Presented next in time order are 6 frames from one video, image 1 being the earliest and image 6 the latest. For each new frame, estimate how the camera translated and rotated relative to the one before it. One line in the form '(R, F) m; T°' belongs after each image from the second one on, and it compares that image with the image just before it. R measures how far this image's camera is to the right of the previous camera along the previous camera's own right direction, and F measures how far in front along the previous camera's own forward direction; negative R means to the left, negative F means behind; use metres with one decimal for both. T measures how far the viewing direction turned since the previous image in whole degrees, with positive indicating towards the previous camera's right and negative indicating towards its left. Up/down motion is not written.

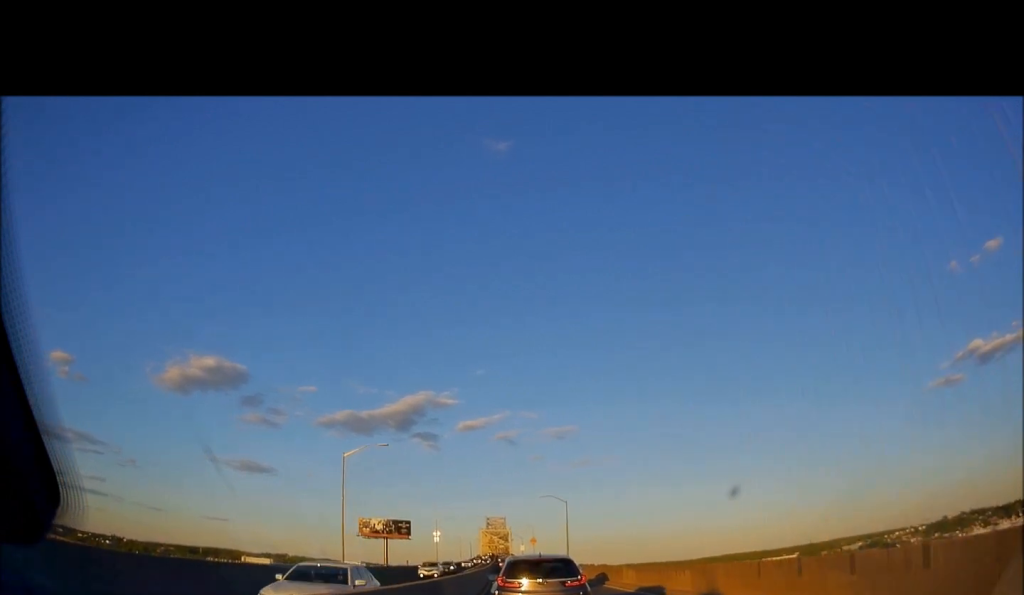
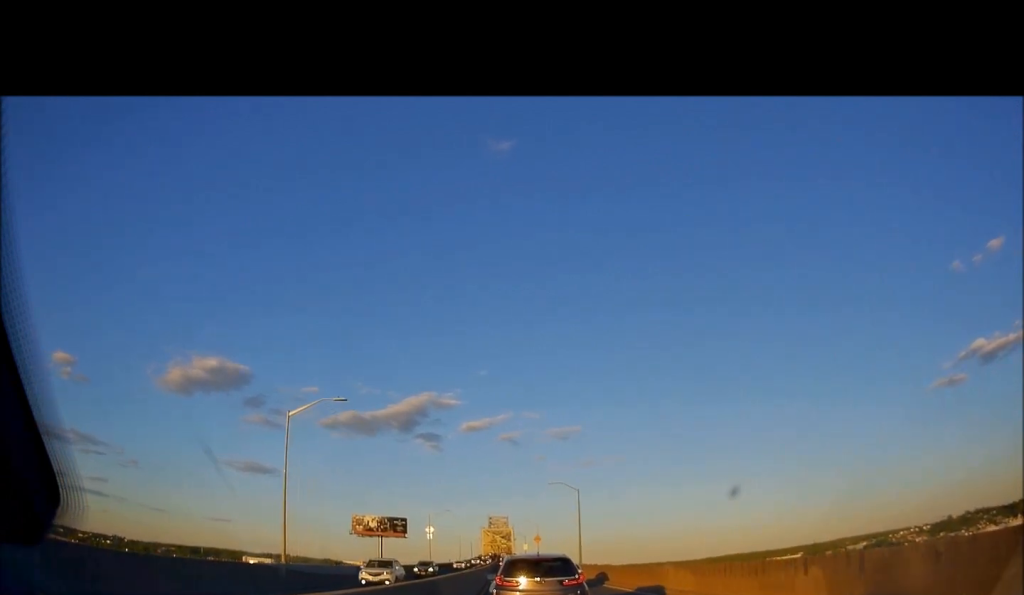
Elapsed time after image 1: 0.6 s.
(0.0, +10.3) m; 0°
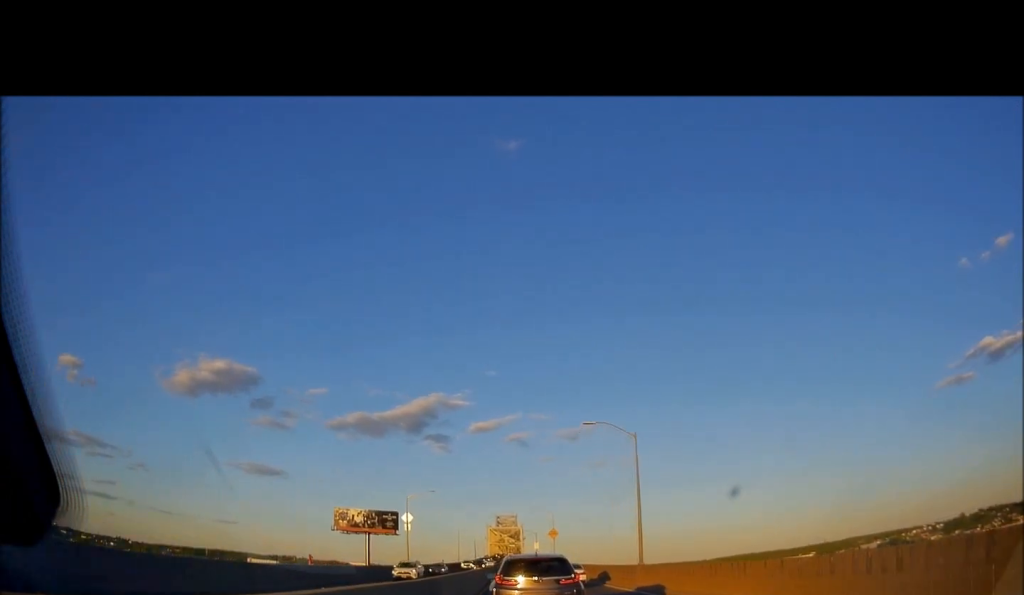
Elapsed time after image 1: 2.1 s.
(-0.6, +24.3) m; -2°
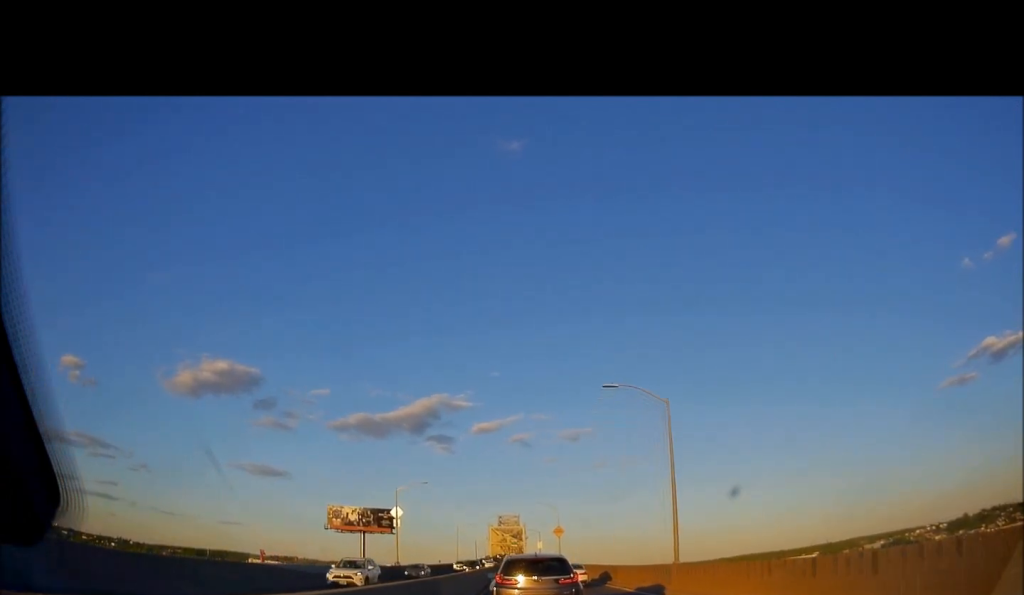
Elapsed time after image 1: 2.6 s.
(-0.1, +6.9) m; 0°
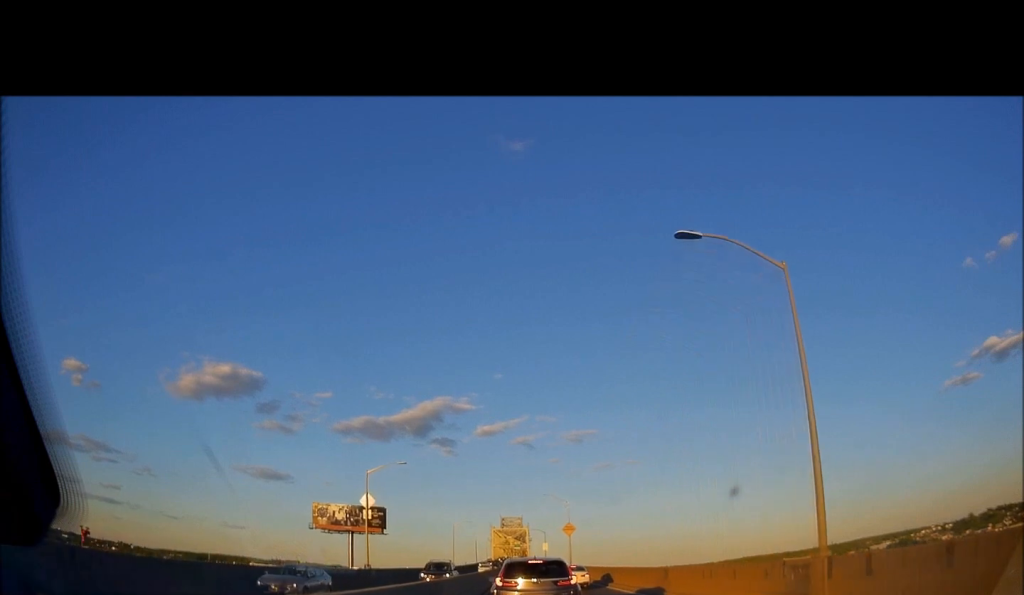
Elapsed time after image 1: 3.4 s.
(+0.4, +12.5) m; 0°
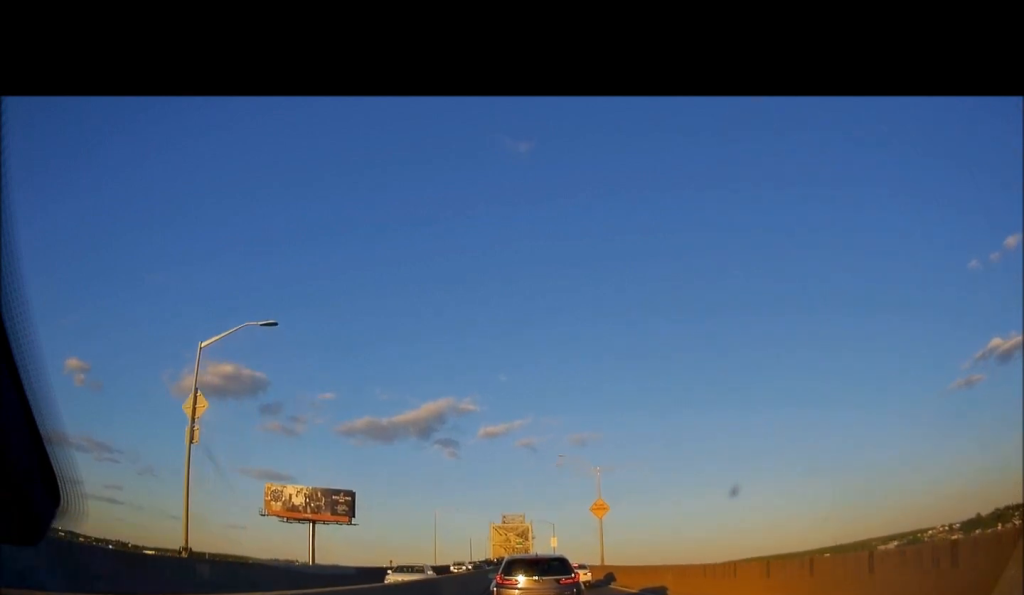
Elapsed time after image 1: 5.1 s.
(-0.8, +25.6) m; -2°
